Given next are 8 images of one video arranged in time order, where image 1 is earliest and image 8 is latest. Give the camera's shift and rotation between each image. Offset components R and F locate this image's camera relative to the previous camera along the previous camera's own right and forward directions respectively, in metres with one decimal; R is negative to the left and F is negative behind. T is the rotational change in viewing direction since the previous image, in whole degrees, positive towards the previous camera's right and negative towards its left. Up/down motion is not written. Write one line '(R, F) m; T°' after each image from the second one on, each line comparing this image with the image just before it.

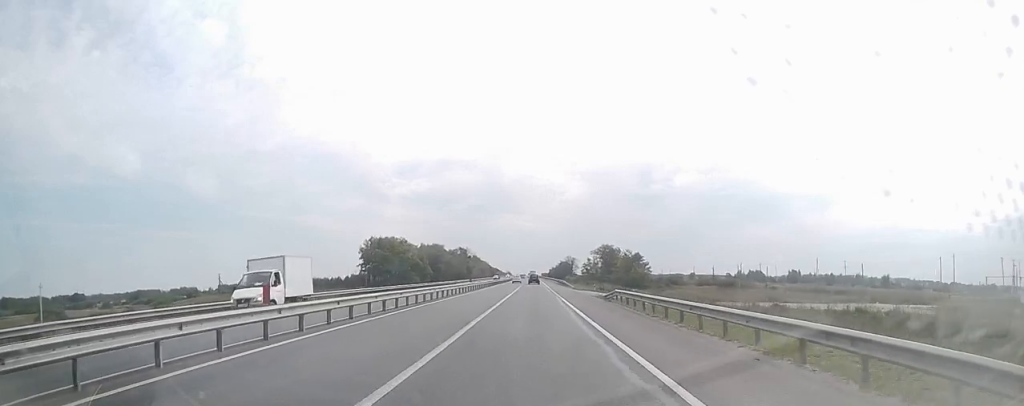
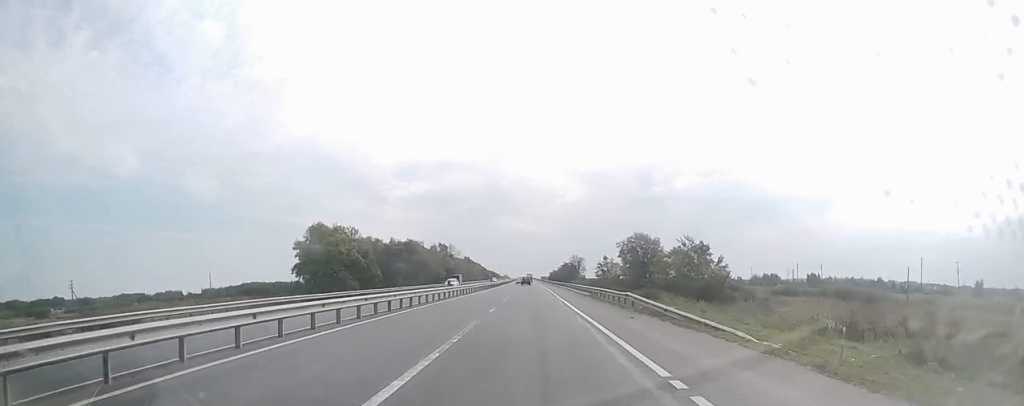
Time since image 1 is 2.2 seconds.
(+0.6, +53.4) m; +1°
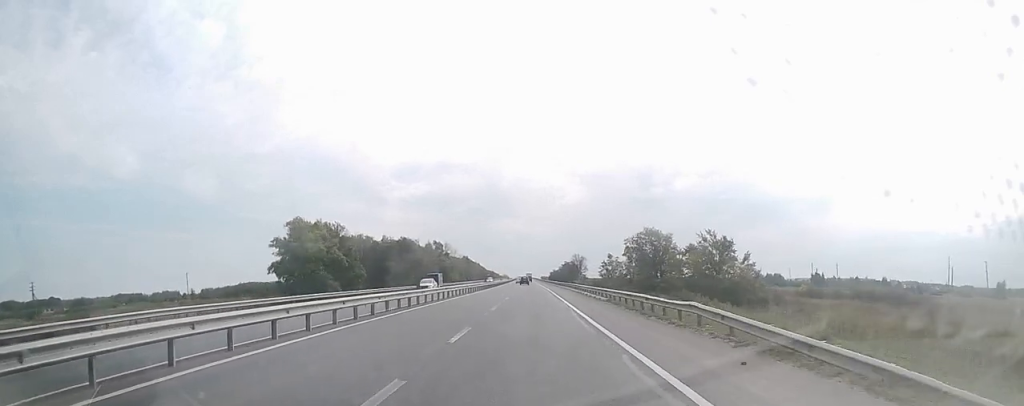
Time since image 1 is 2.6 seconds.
(-0.3, +10.3) m; 0°
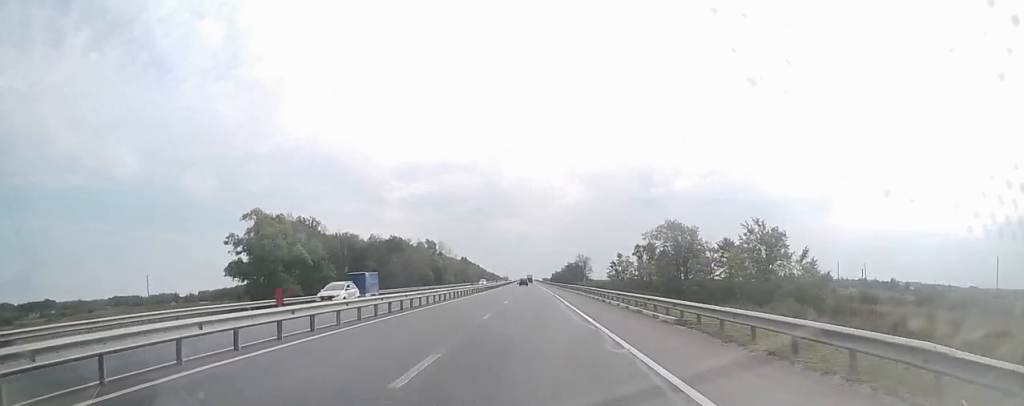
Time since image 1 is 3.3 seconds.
(-0.2, +15.8) m; 0°
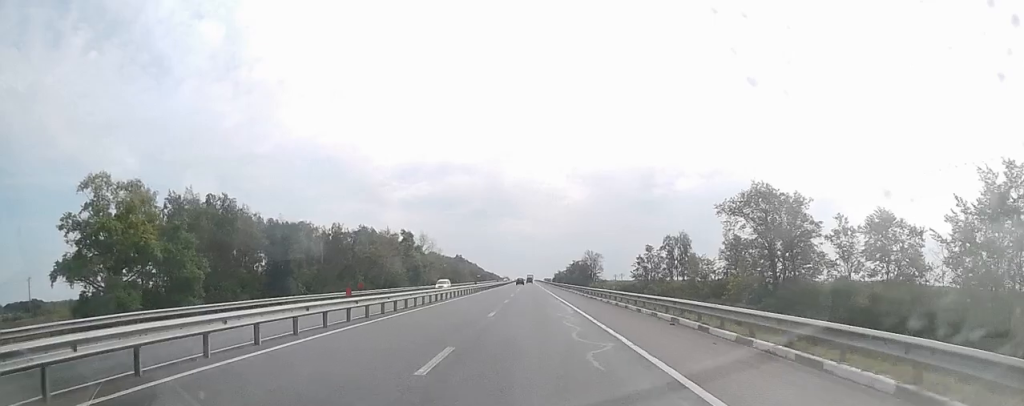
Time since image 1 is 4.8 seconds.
(+0.5, +35.3) m; +1°
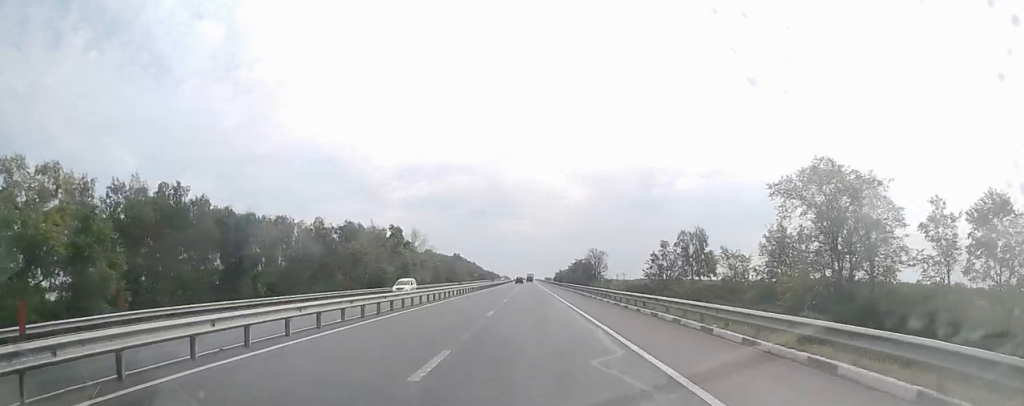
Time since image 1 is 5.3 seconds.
(0.0, +12.5) m; 0°
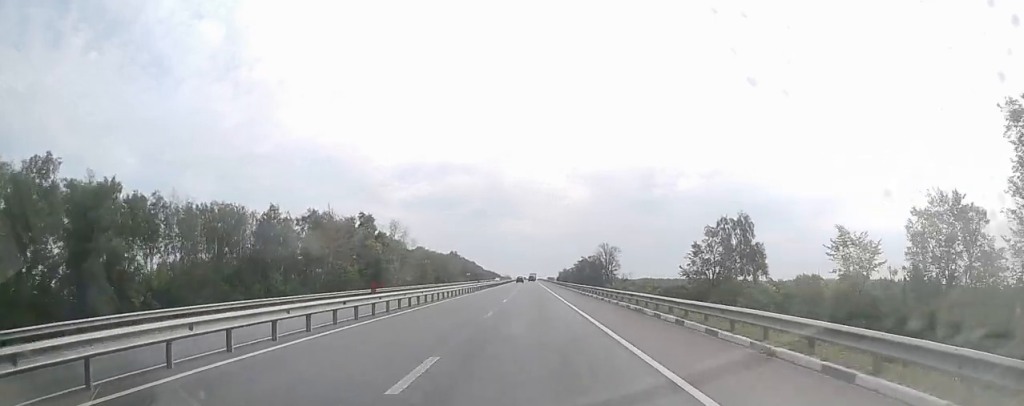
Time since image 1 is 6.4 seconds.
(-0.1, +24.8) m; -1°
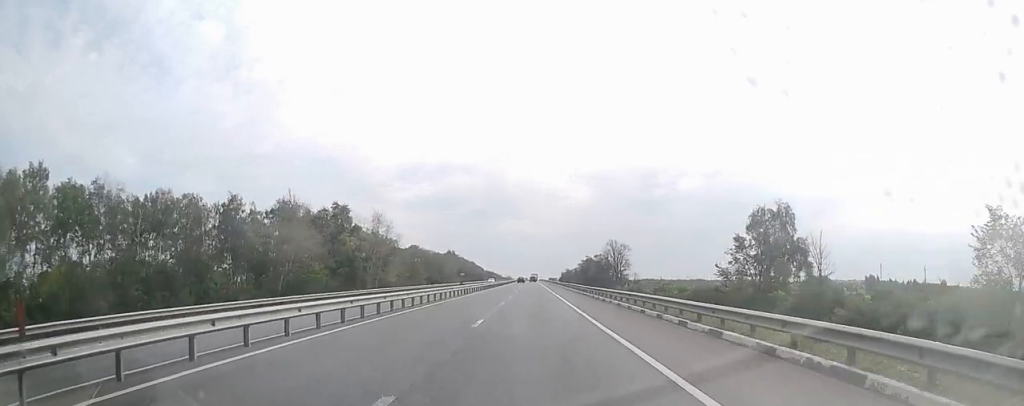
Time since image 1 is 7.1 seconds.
(+0.1, +15.3) m; -1°
